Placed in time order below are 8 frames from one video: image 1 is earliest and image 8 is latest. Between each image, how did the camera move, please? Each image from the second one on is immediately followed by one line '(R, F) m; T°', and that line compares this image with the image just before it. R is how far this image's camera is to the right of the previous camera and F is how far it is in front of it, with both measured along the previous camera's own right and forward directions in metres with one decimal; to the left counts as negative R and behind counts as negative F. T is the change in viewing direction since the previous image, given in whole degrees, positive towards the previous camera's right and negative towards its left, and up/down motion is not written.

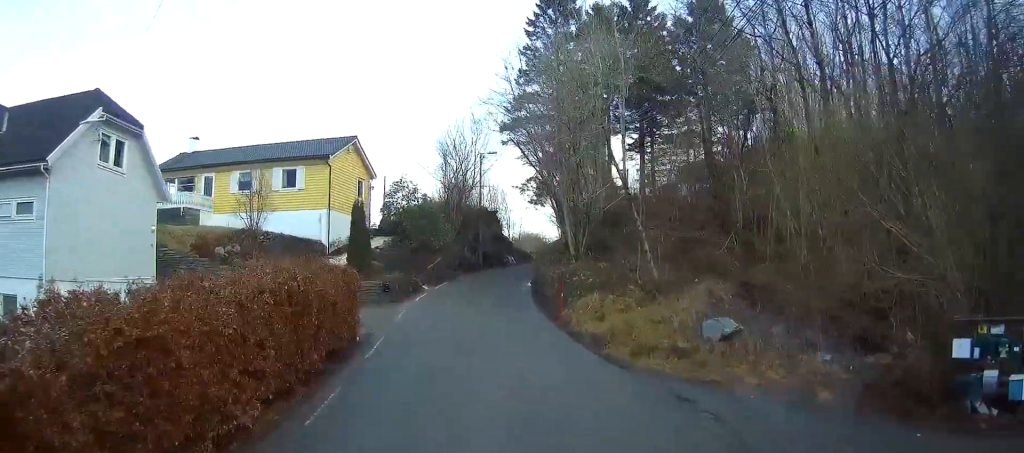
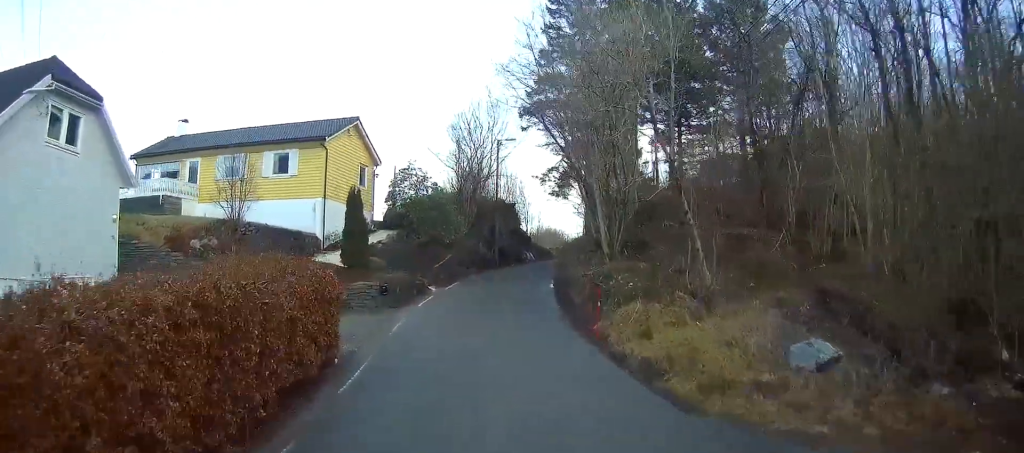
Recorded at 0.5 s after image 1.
(0.0, +4.2) m; -4°
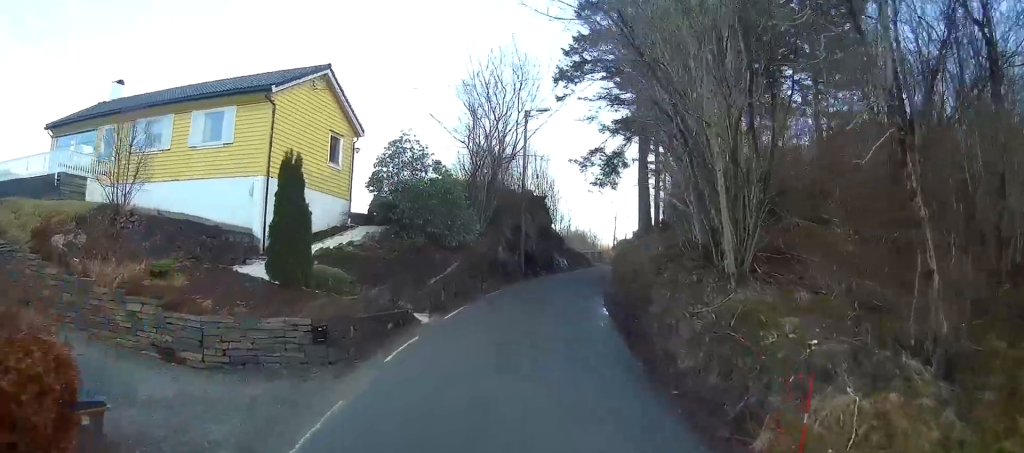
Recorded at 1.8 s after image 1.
(-0.7, +12.0) m; -3°
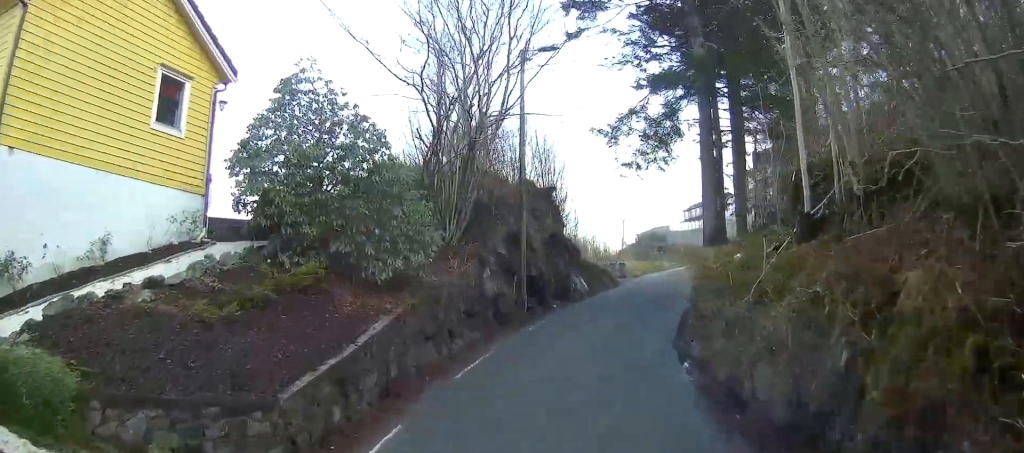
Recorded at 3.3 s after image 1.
(0.0, +15.2) m; +3°
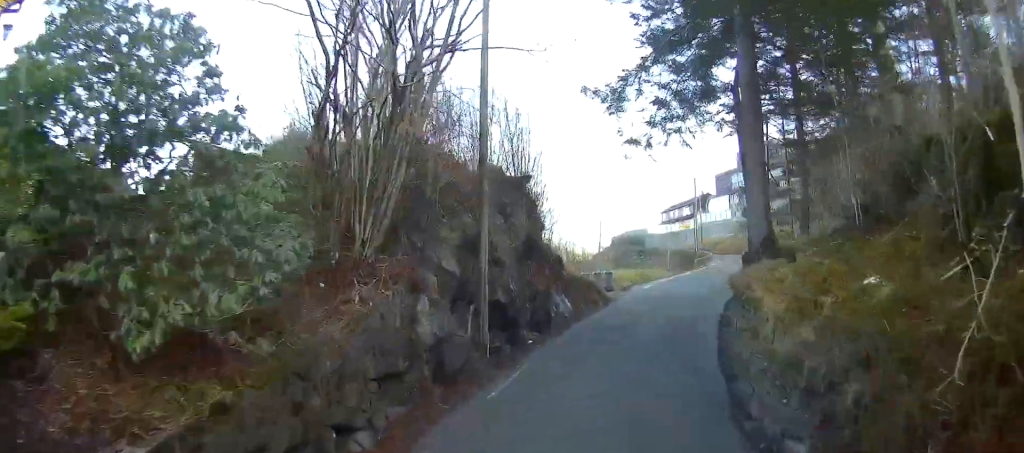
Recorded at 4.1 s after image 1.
(+0.4, +8.3) m; +2°
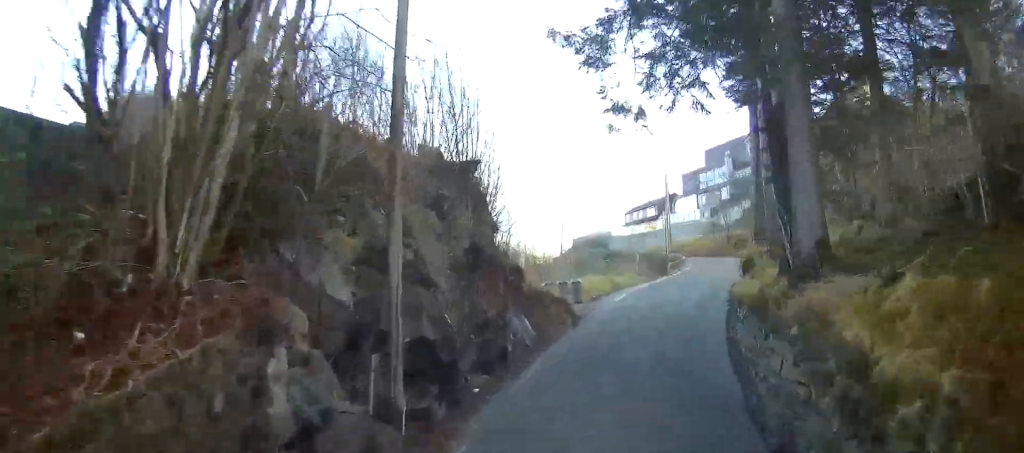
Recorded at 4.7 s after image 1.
(+0.1, +5.6) m; -1°
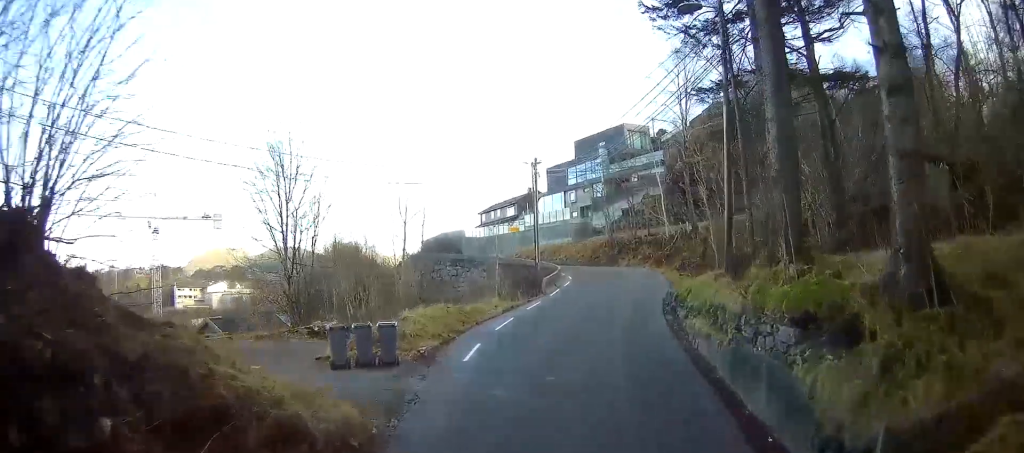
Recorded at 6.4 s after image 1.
(-1.0, +14.7) m; -2°
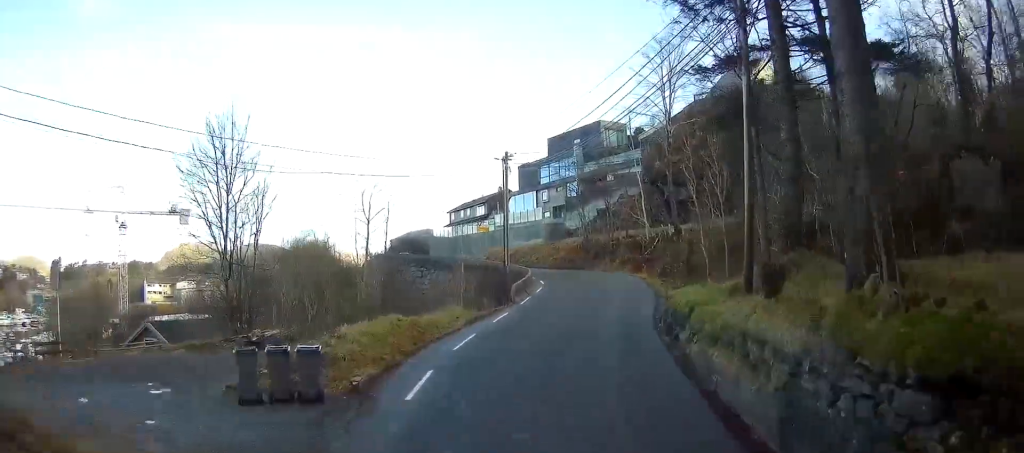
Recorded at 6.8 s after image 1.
(+0.1, +3.7) m; +3°
